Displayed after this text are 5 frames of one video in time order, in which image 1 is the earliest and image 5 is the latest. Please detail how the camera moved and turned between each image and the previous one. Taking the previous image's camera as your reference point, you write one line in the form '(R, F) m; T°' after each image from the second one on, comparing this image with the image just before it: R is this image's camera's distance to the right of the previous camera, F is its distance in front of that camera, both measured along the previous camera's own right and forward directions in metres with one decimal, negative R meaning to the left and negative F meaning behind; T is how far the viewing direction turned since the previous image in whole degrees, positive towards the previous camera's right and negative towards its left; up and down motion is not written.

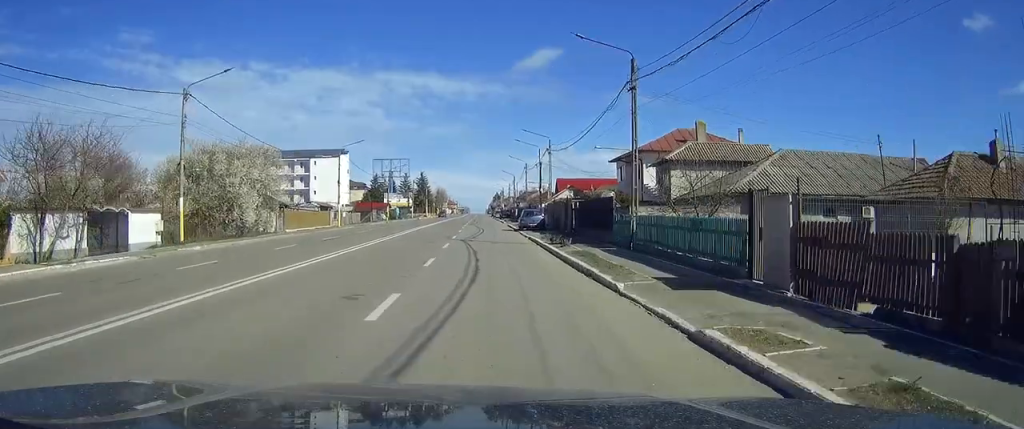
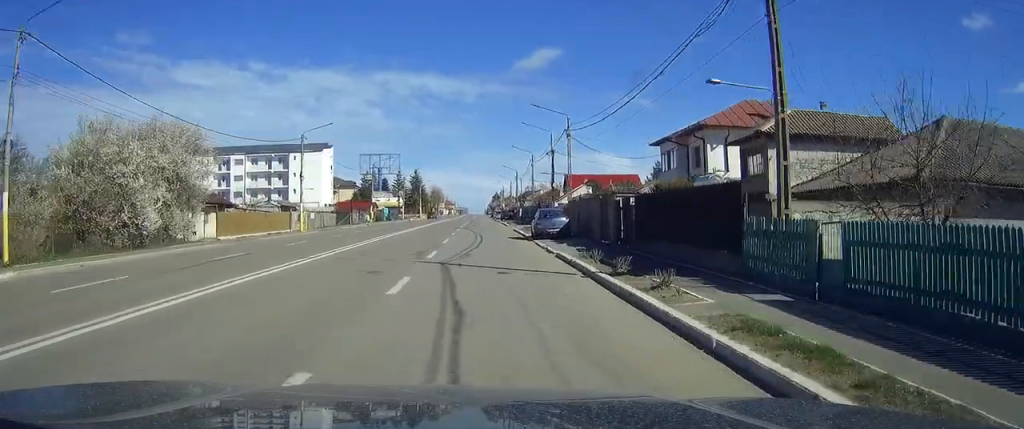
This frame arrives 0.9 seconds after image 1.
(0.0, +15.1) m; 0°
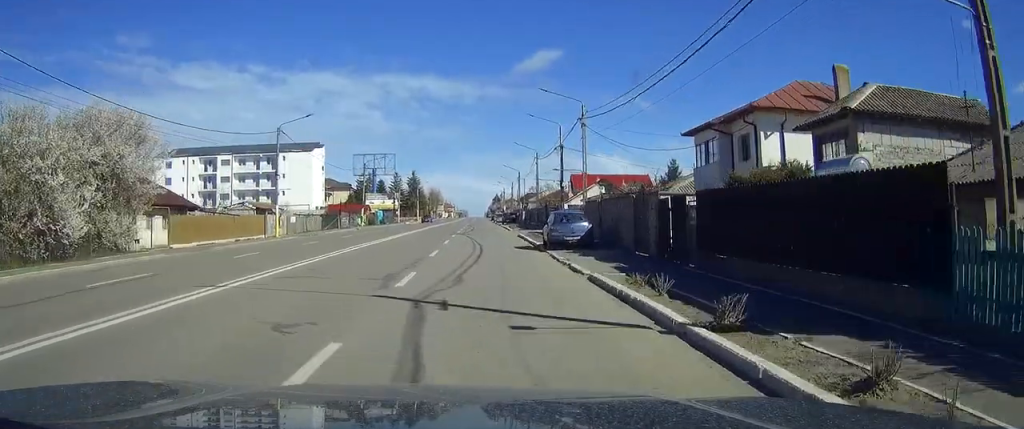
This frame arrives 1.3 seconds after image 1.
(0.0, +7.3) m; 0°
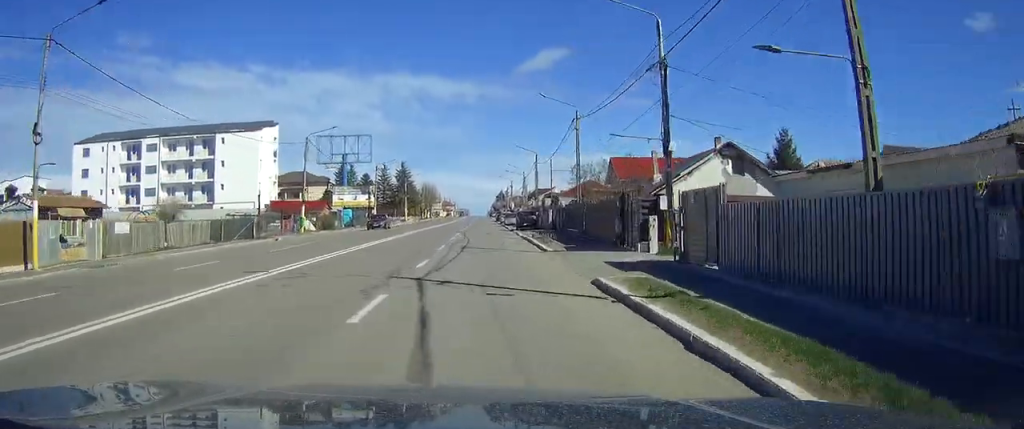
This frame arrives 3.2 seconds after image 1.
(0.0, +31.4) m; 0°
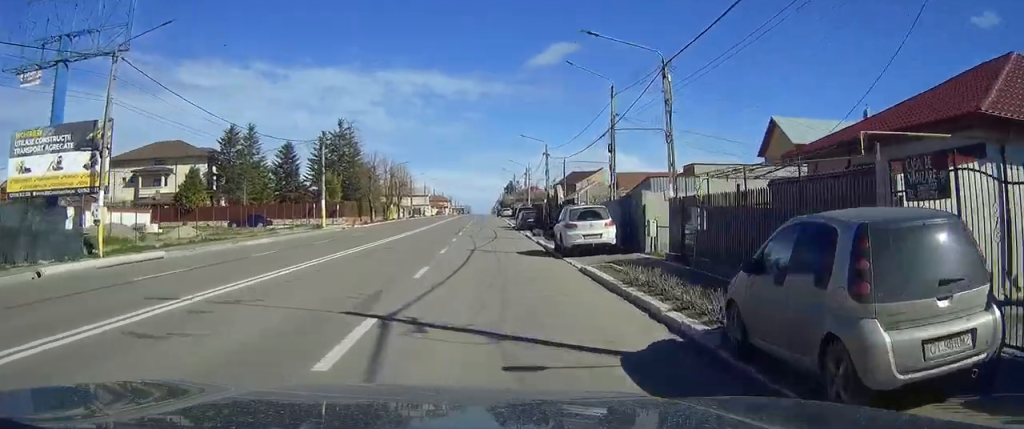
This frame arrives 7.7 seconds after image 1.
(-0.3, +74.7) m; 0°
